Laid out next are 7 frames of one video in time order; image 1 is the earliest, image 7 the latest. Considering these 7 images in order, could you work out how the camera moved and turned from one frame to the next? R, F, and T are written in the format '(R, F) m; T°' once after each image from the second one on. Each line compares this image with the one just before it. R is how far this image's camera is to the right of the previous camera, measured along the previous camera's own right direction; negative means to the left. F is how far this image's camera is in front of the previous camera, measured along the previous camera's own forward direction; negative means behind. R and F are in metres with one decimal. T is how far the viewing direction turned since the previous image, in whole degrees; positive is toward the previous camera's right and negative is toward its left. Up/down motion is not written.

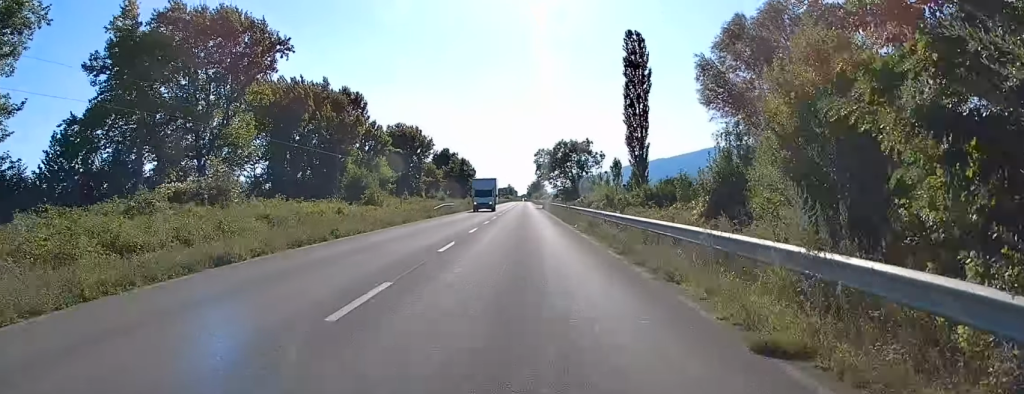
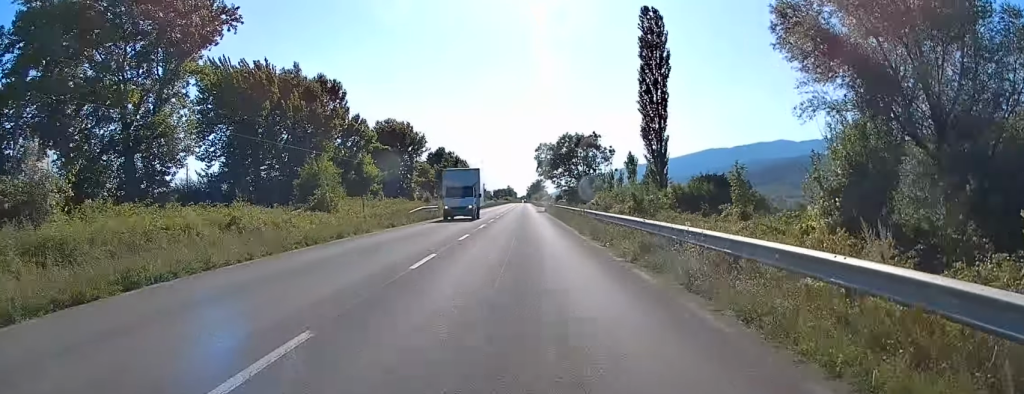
(0.0, +12.7) m; 0°
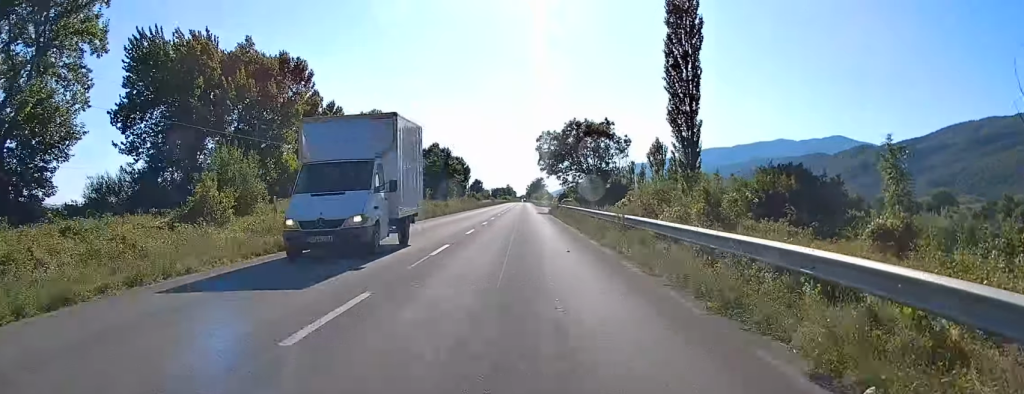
(0.0, +15.2) m; 0°
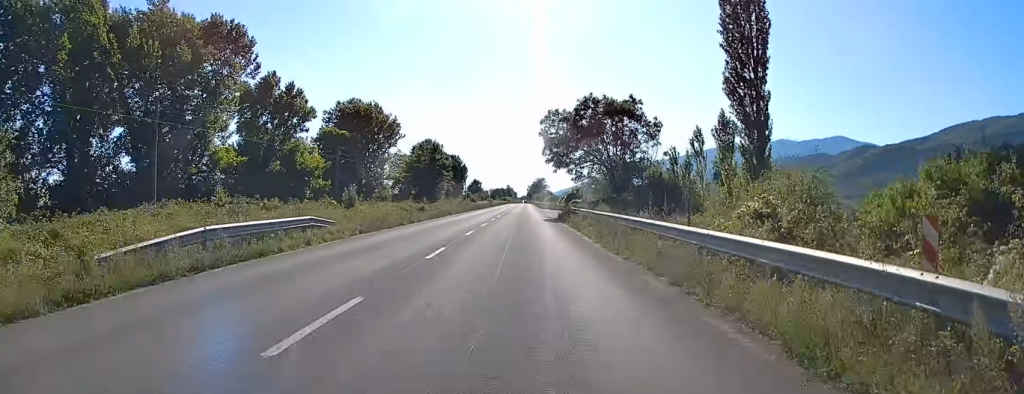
(0.0, +18.5) m; 0°
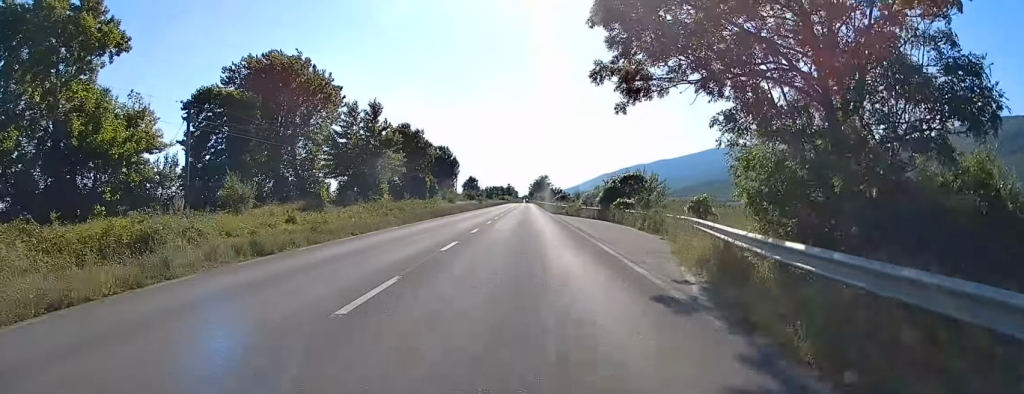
(0.0, +42.6) m; 0°
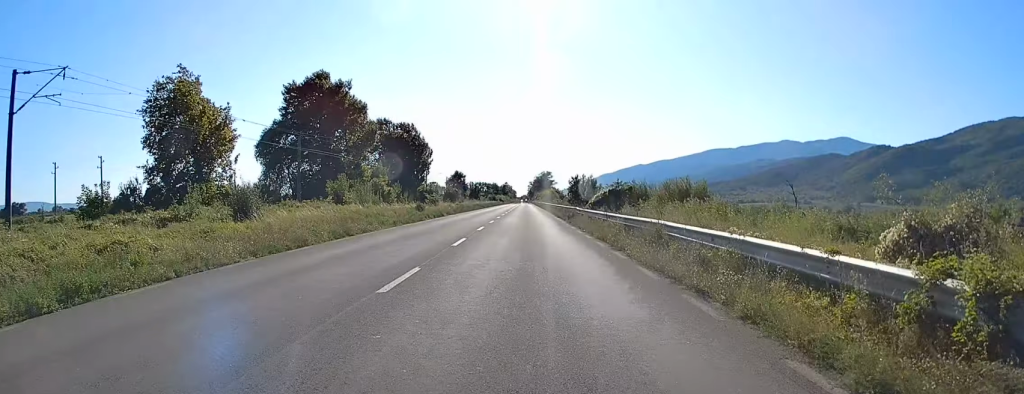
(-0.1, +70.0) m; 0°
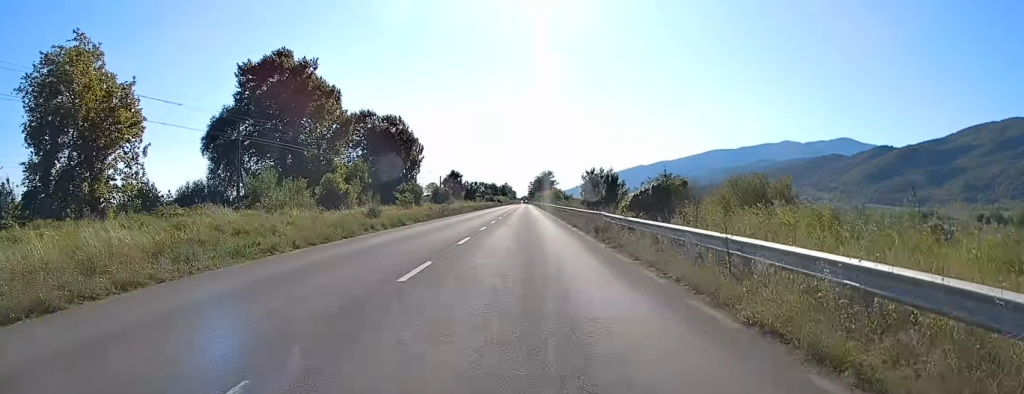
(0.0, +16.6) m; 0°
